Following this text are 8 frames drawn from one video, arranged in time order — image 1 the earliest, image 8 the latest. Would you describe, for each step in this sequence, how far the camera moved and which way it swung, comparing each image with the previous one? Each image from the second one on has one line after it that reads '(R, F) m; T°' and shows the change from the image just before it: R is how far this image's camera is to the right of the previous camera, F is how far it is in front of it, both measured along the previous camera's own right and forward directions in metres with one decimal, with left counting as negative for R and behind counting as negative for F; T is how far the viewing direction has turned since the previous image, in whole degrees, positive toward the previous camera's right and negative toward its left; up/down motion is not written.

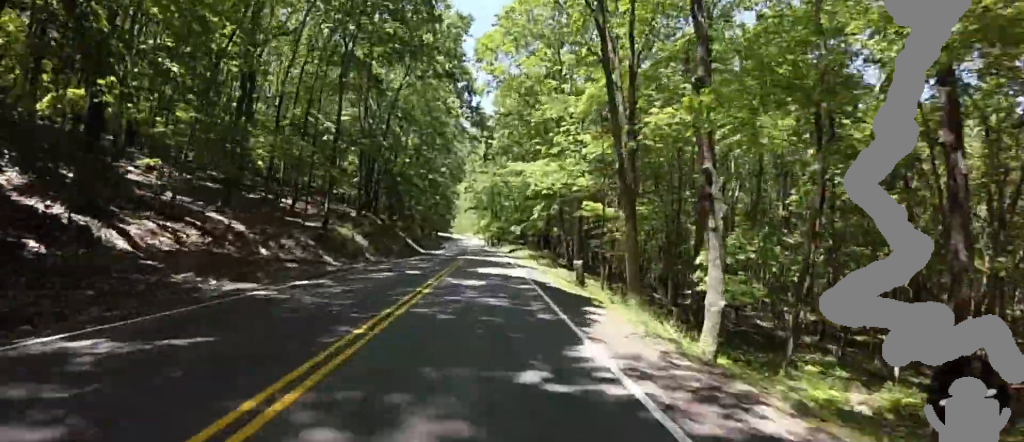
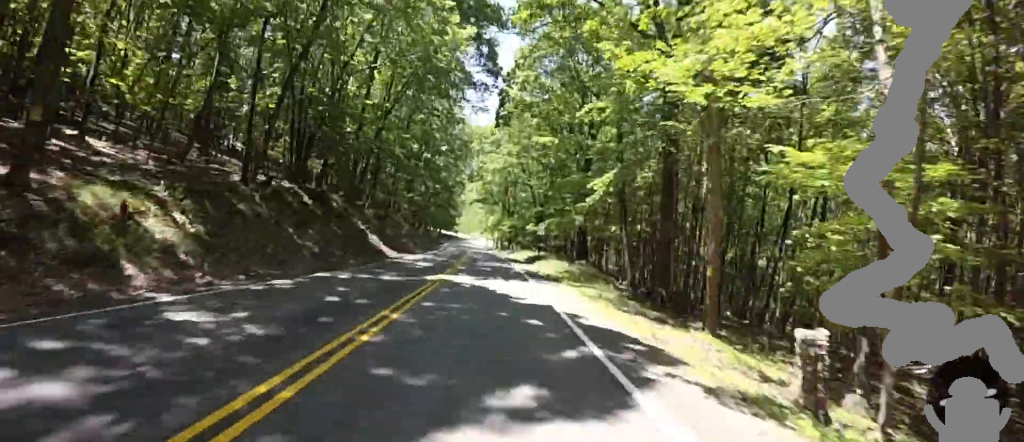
(0.0, +18.1) m; -5°
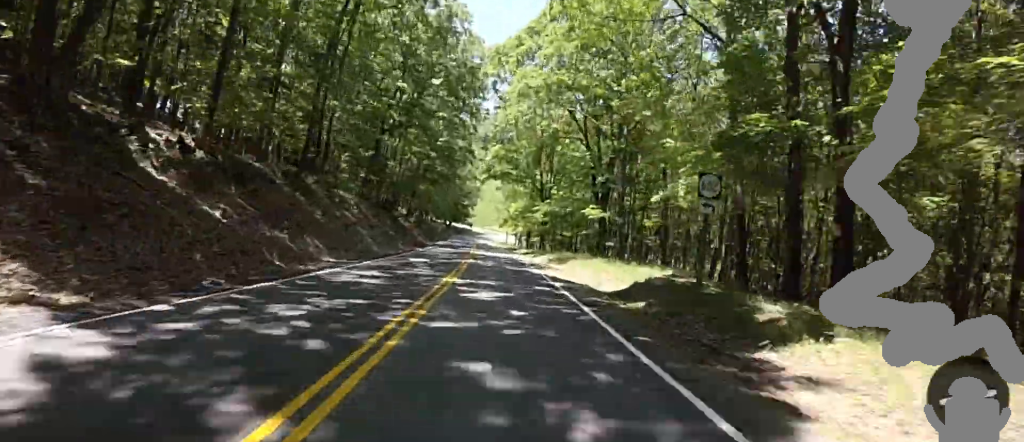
(-2.2, +28.1) m; -5°
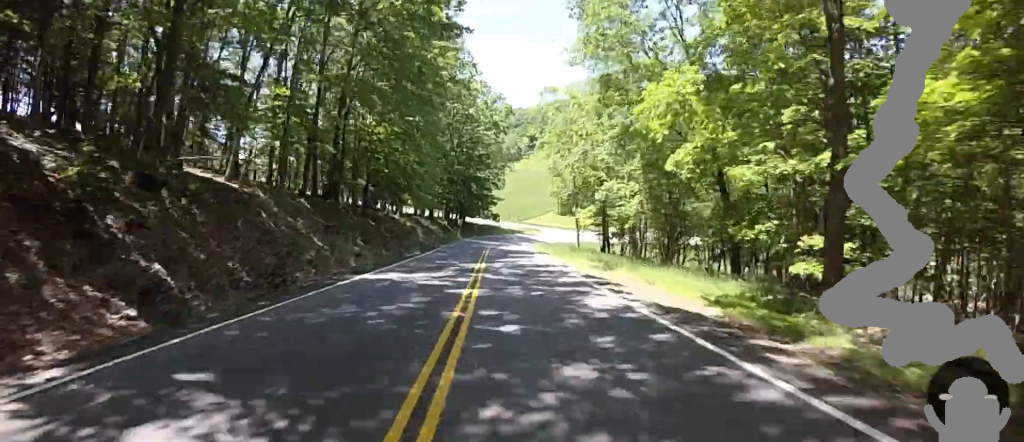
(+4.4, +54.4) m; +14°
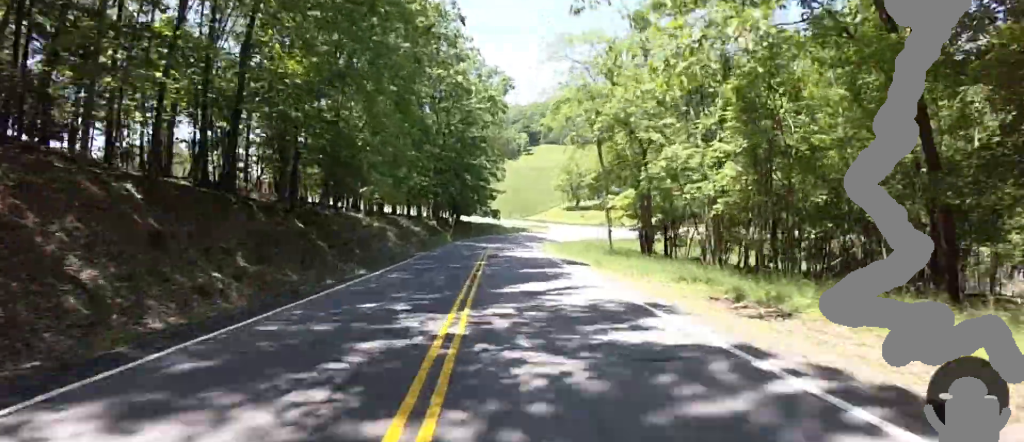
(+0.5, +10.8) m; +4°
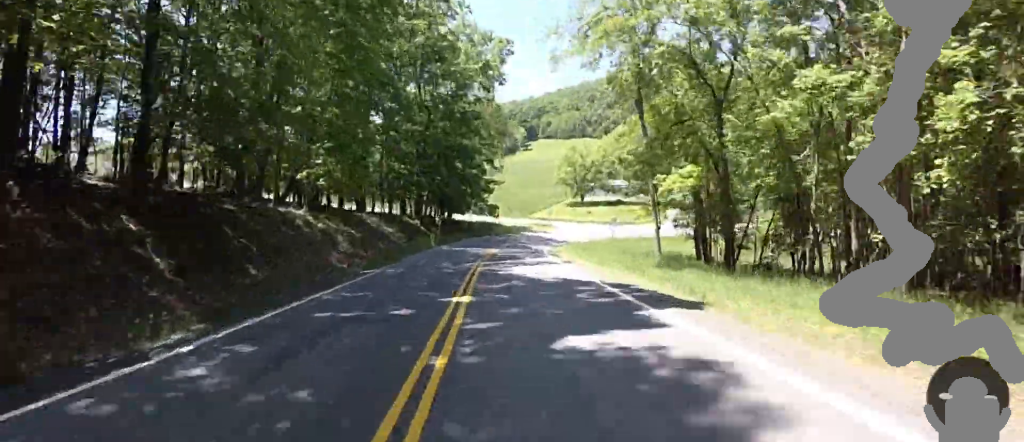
(+0.4, +8.9) m; +4°
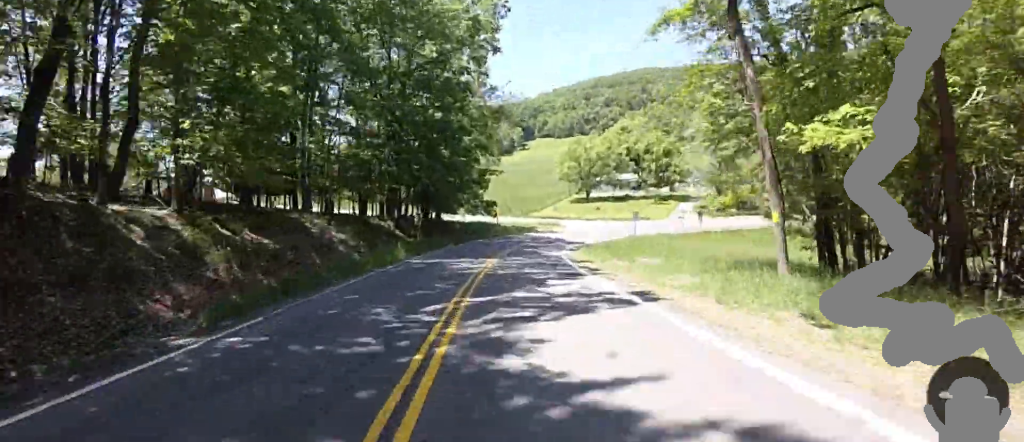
(+0.3, +9.2) m; +5°
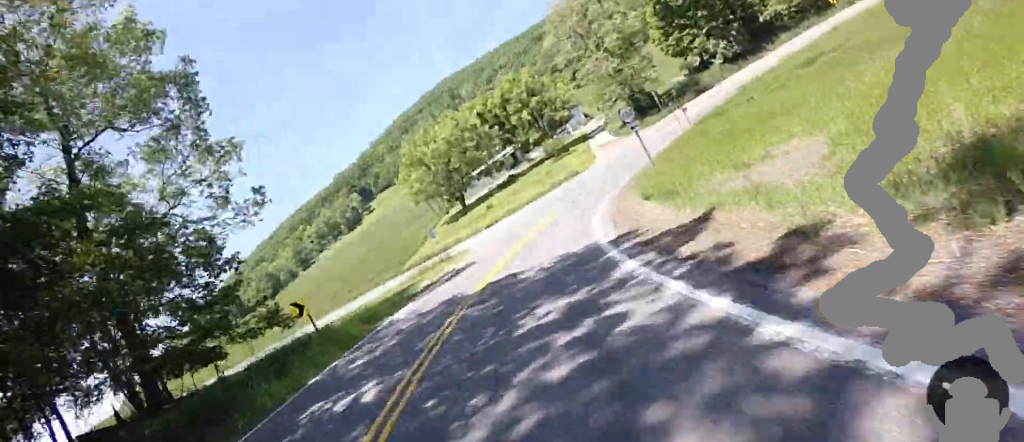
(+5.4, +31.0) m; +25°
